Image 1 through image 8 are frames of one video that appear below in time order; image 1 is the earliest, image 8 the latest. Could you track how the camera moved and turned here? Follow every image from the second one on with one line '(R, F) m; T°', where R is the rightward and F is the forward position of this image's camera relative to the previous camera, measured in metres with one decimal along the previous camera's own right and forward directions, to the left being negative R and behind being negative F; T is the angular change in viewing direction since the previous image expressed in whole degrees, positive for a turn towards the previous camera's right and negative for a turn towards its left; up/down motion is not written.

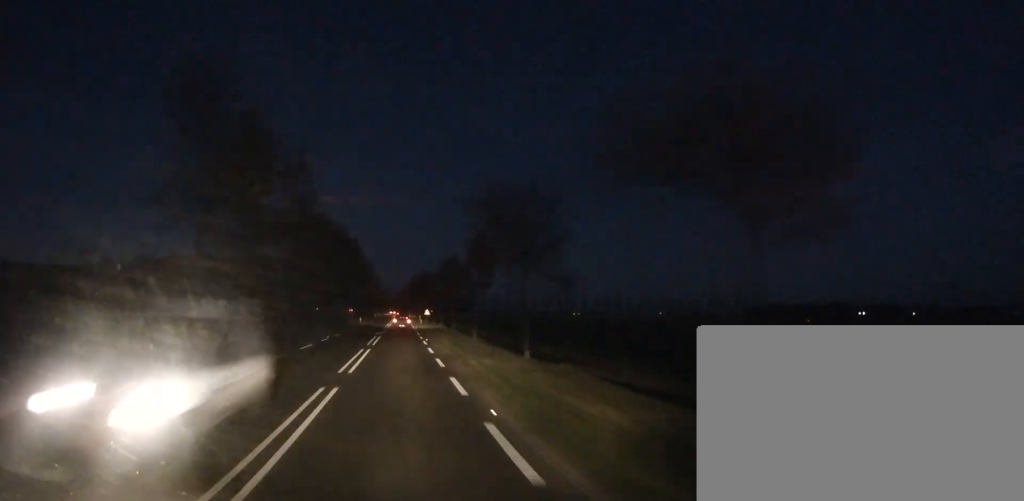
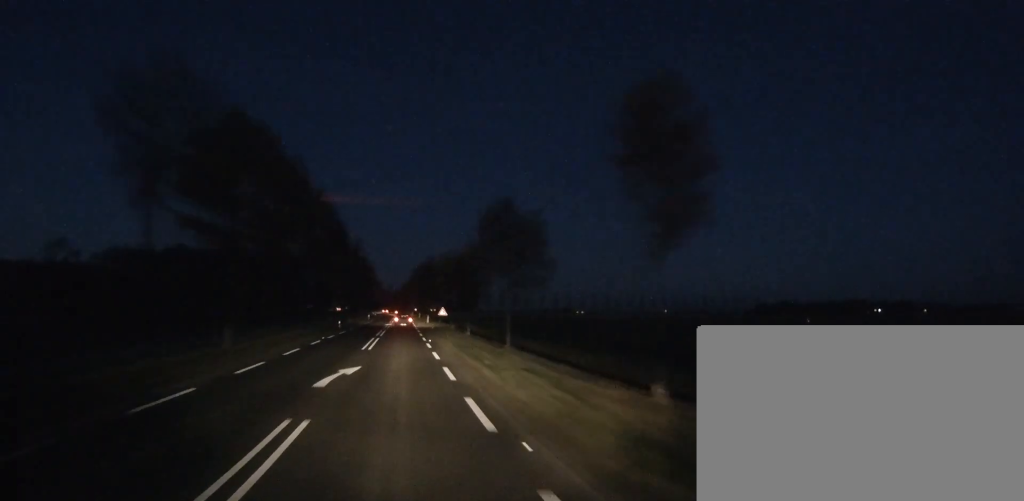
(+0.3, +27.6) m; +1°
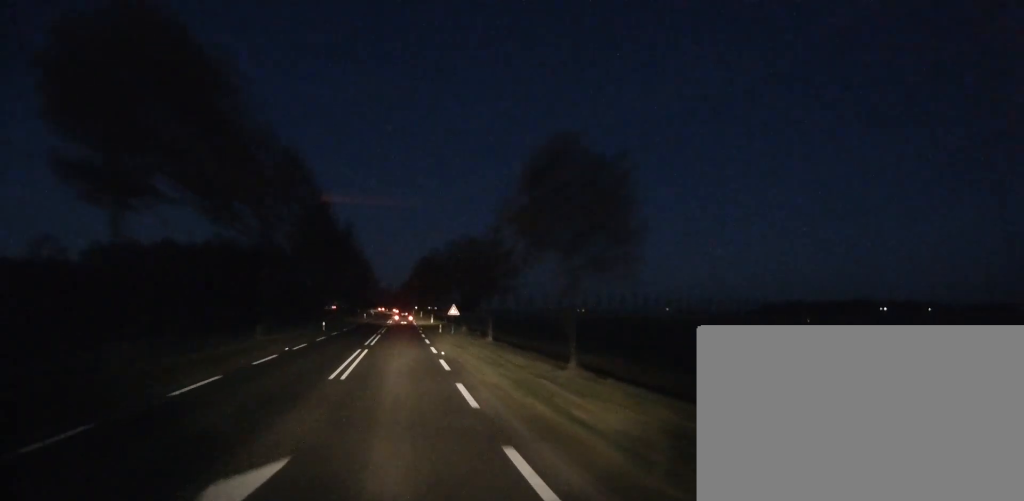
(+0.3, +10.3) m; -1°
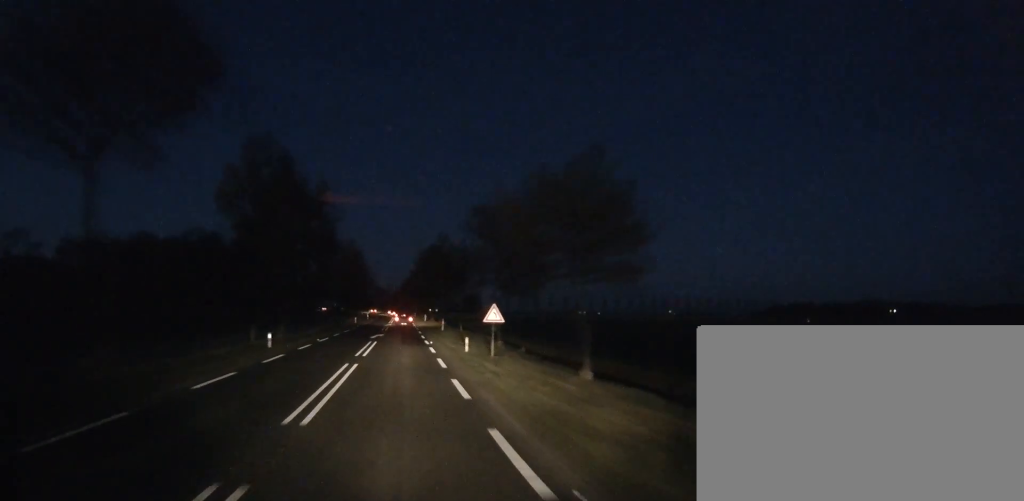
(-0.6, +16.9) m; 0°
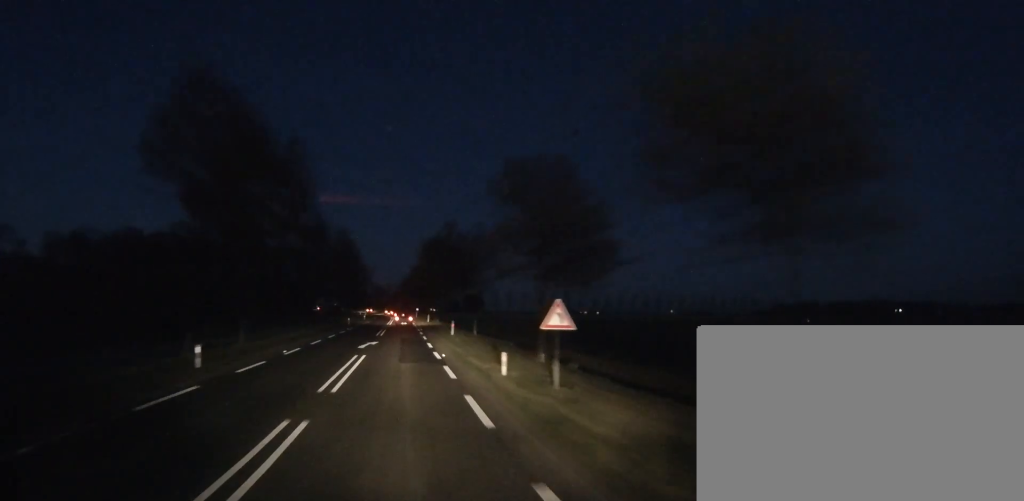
(0.0, +8.8) m; +1°
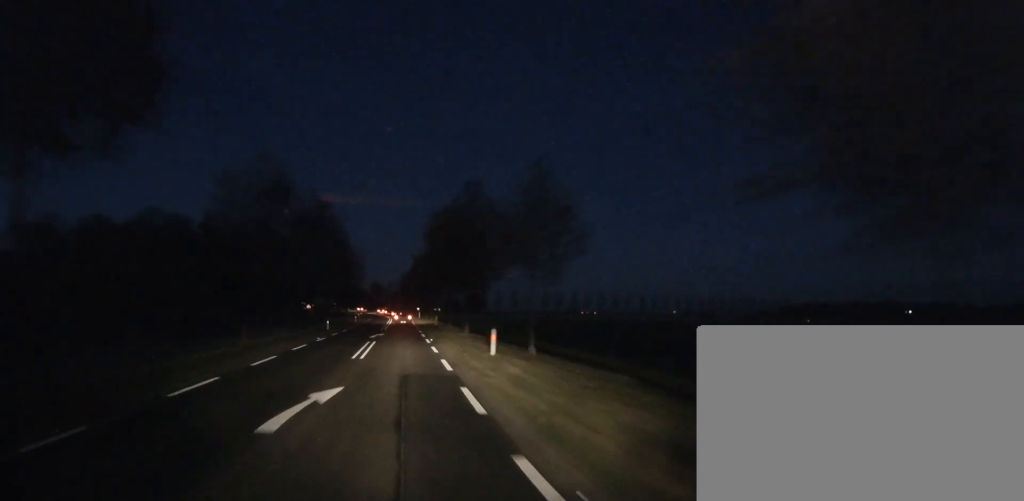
(+0.5, +16.7) m; +2°
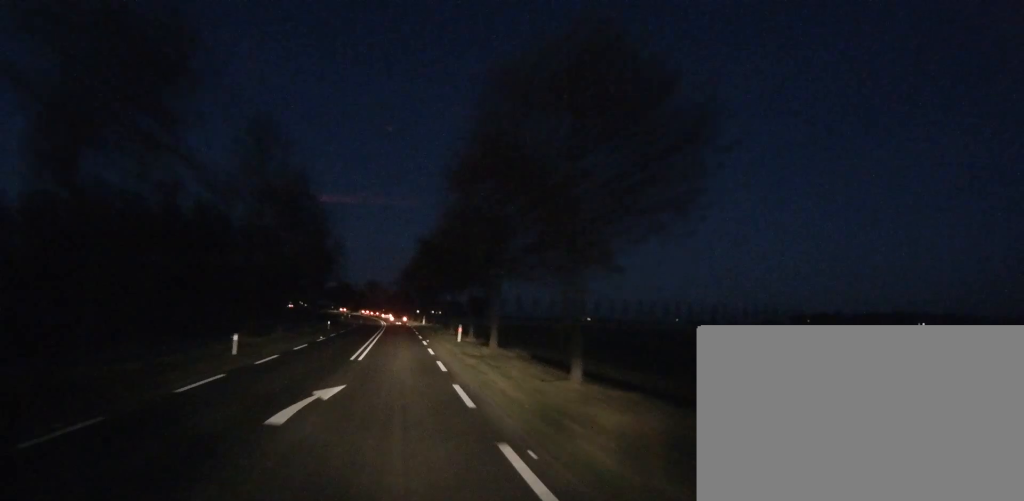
(0.0, +24.0) m; -1°
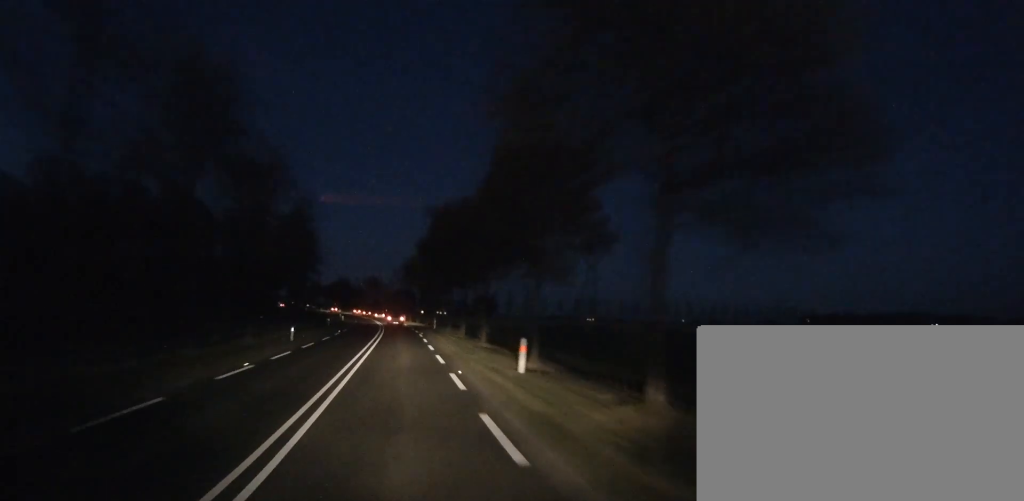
(0.0, +16.4) m; -2°
